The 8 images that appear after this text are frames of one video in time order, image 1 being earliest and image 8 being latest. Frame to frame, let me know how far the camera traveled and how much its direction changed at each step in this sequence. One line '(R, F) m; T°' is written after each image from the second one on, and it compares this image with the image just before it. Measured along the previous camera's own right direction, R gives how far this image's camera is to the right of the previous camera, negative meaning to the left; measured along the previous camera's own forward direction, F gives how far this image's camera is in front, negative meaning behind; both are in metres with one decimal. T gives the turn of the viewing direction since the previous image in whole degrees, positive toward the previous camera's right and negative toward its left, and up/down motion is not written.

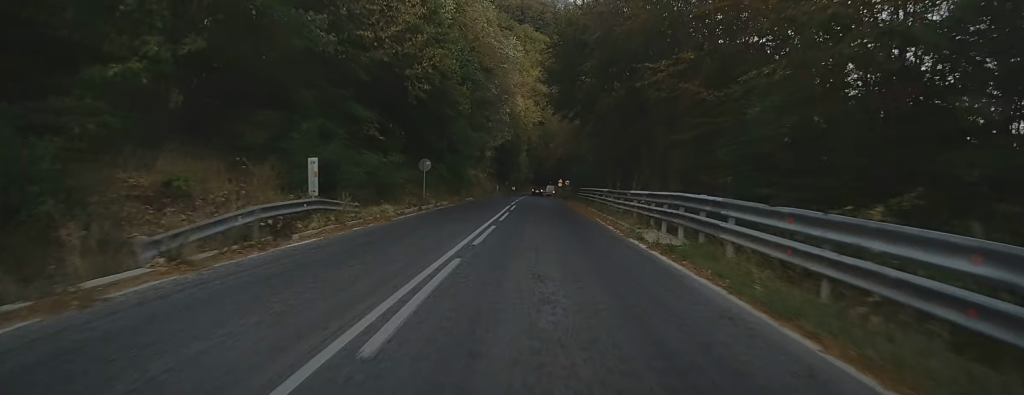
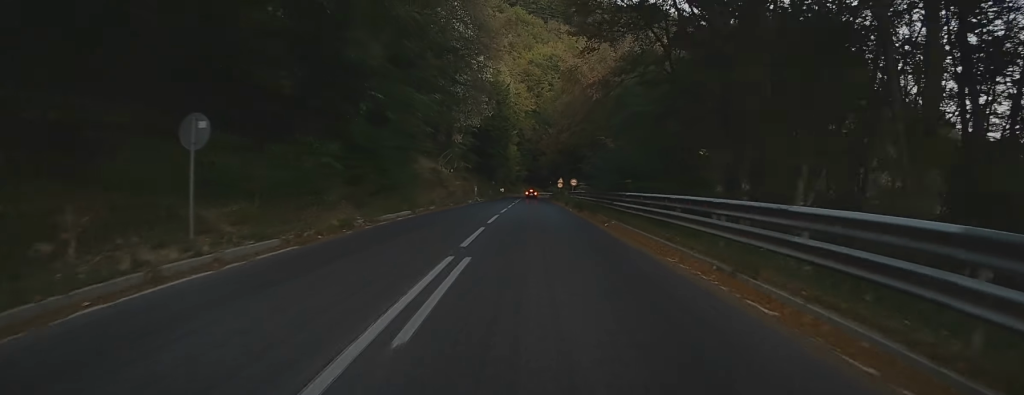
(-0.1, +28.2) m; 0°
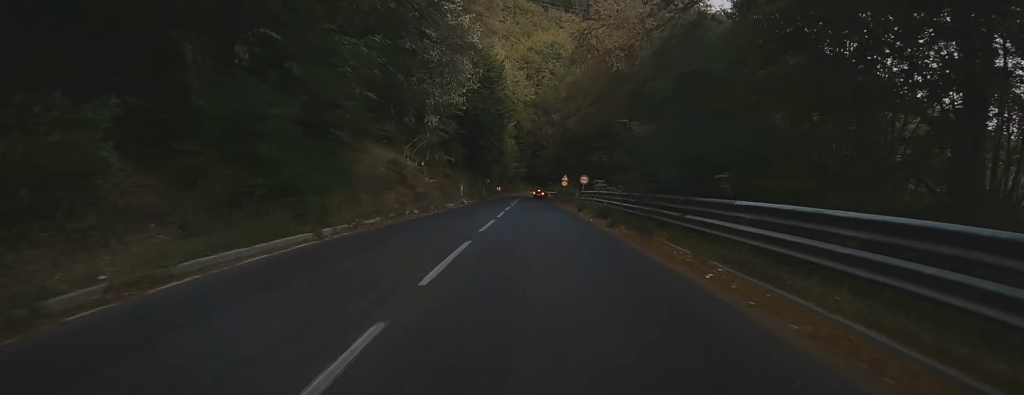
(0.0, +13.5) m; 0°
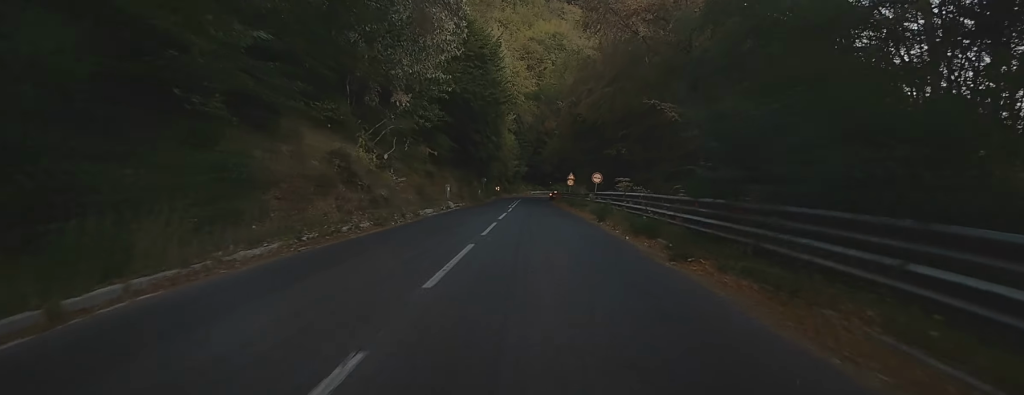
(-0.1, +9.5) m; +1°
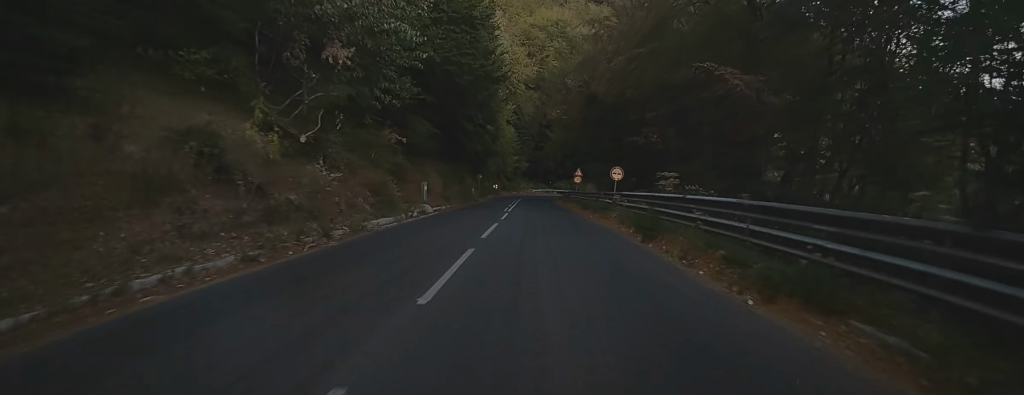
(+0.2, +9.9) m; +3°
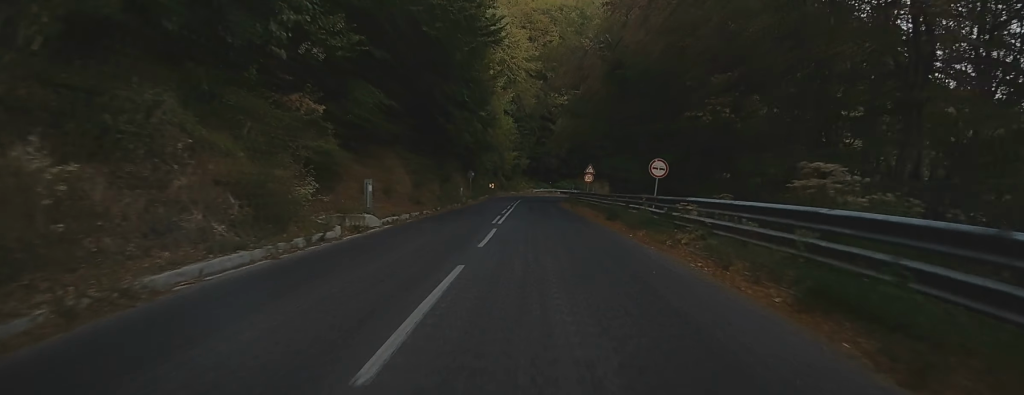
(+0.4, +11.6) m; -2°
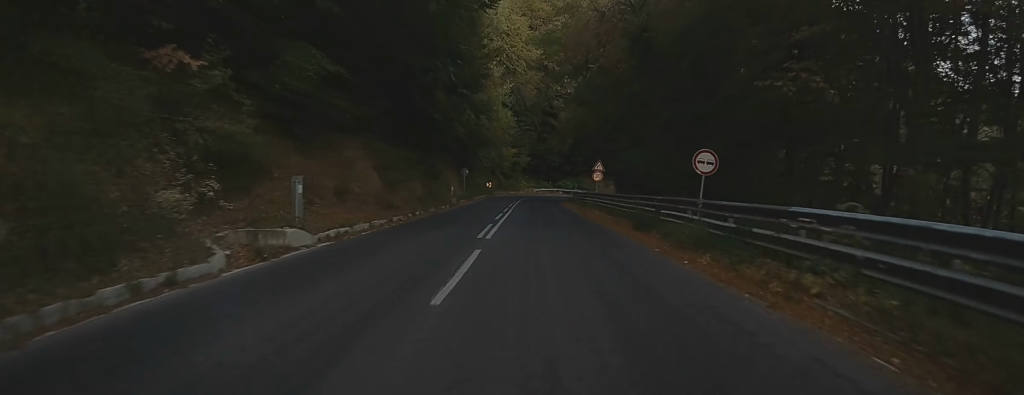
(-0.2, +6.5) m; -2°
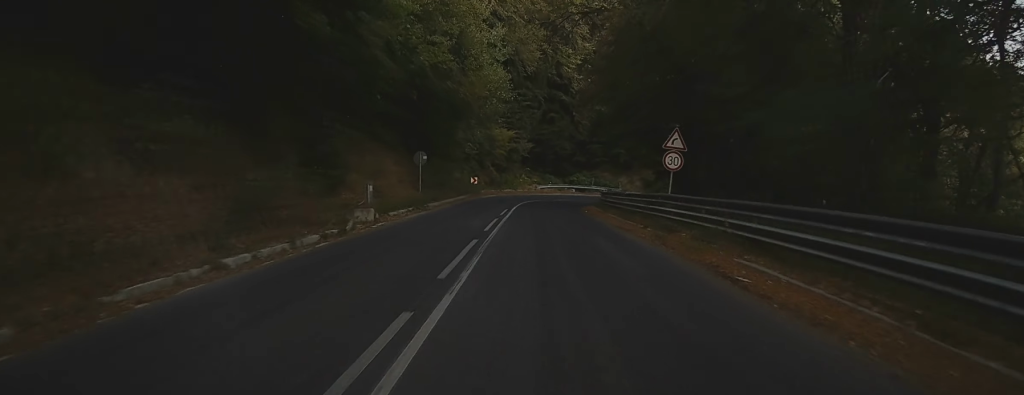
(-1.7, +23.9) m; -3°
